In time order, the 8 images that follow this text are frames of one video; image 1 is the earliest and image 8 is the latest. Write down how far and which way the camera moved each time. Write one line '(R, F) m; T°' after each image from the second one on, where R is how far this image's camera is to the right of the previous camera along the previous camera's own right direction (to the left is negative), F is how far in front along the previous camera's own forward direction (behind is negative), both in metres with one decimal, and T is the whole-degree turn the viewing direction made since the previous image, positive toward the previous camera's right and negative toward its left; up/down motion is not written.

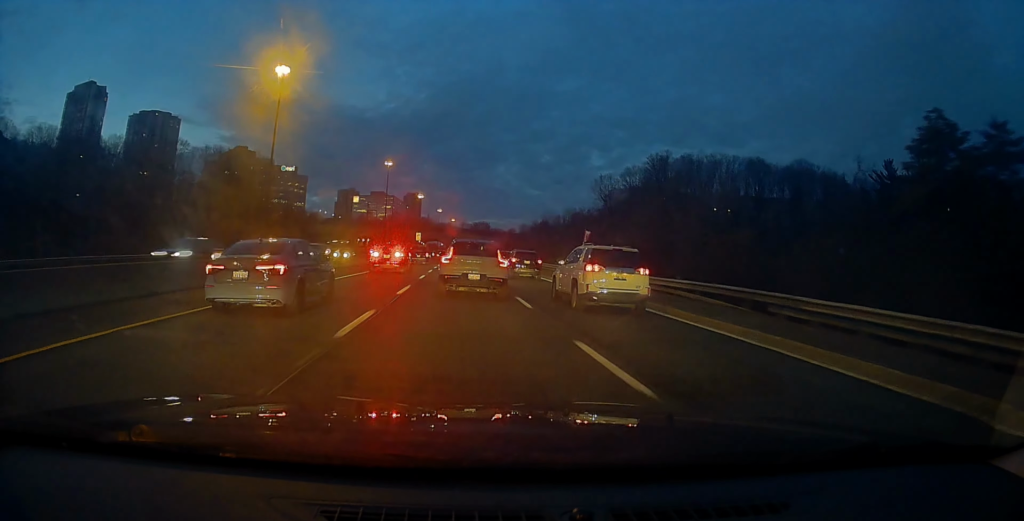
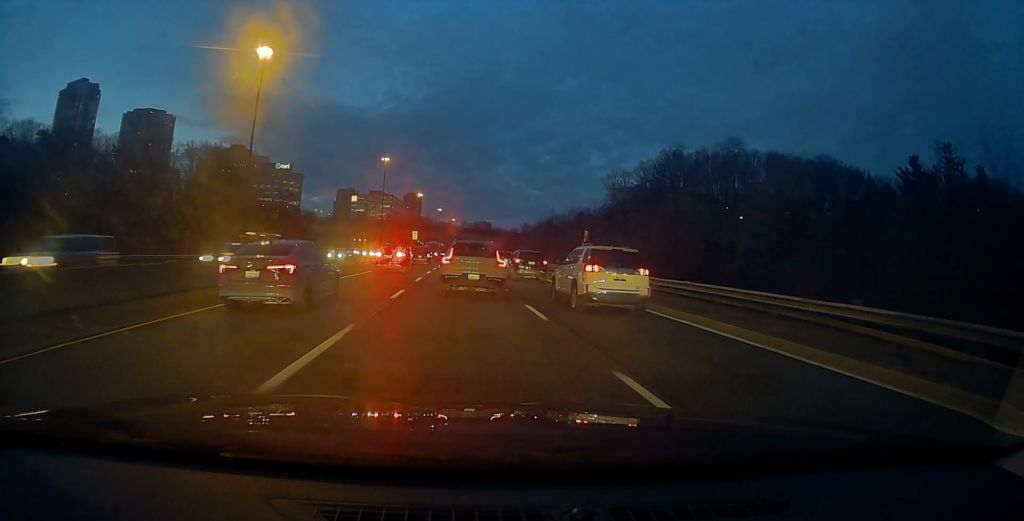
(0.0, +11.6) m; -1°
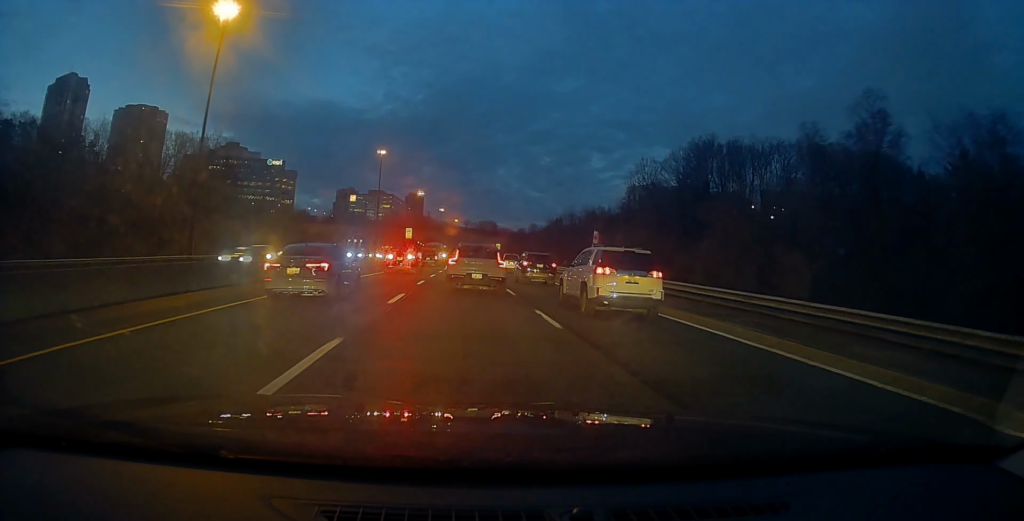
(-0.1, +19.8) m; +1°
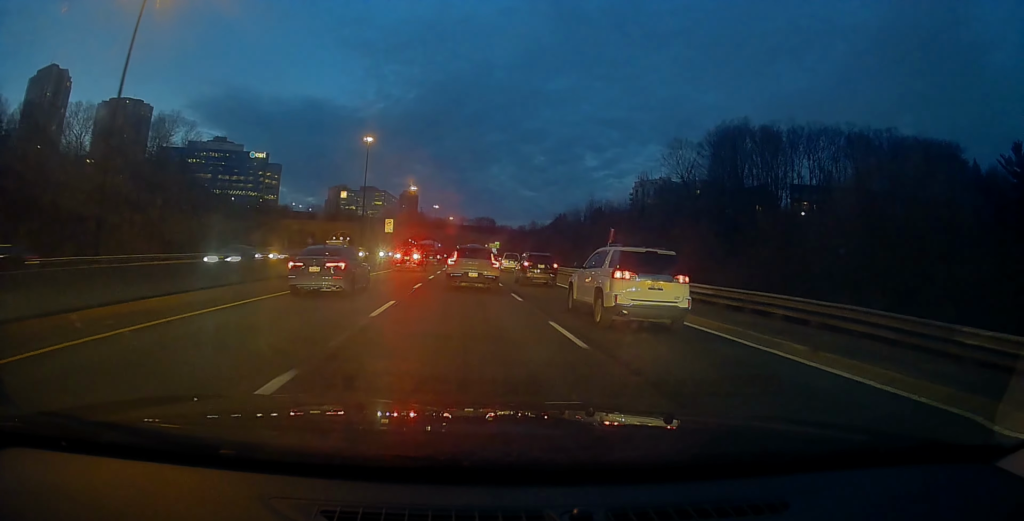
(+0.5, +19.9) m; +2°
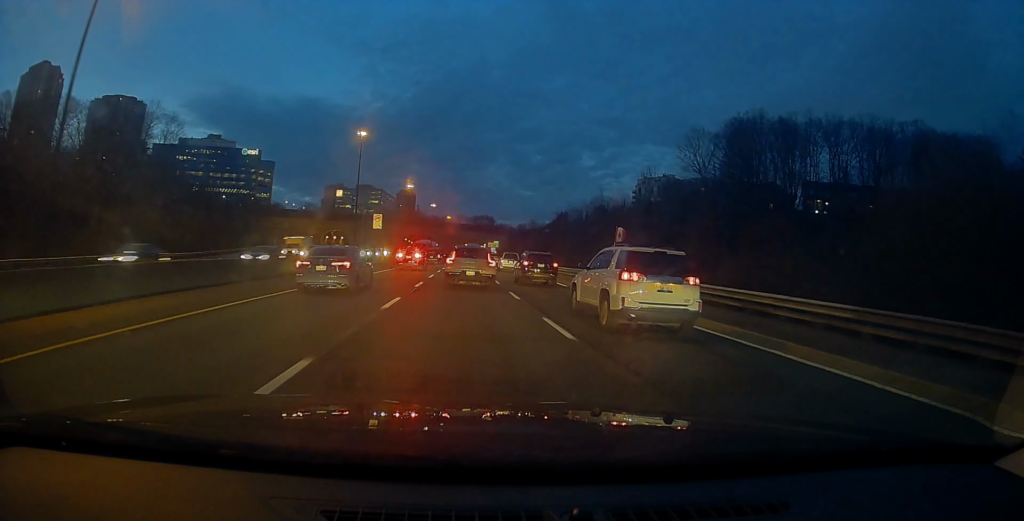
(0.0, +7.8) m; -1°
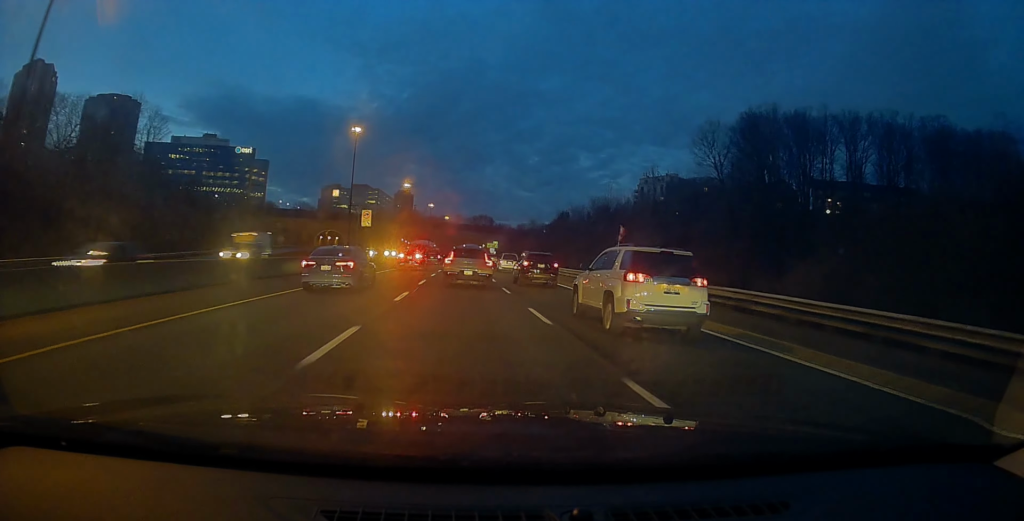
(+0.1, +5.9) m; -1°
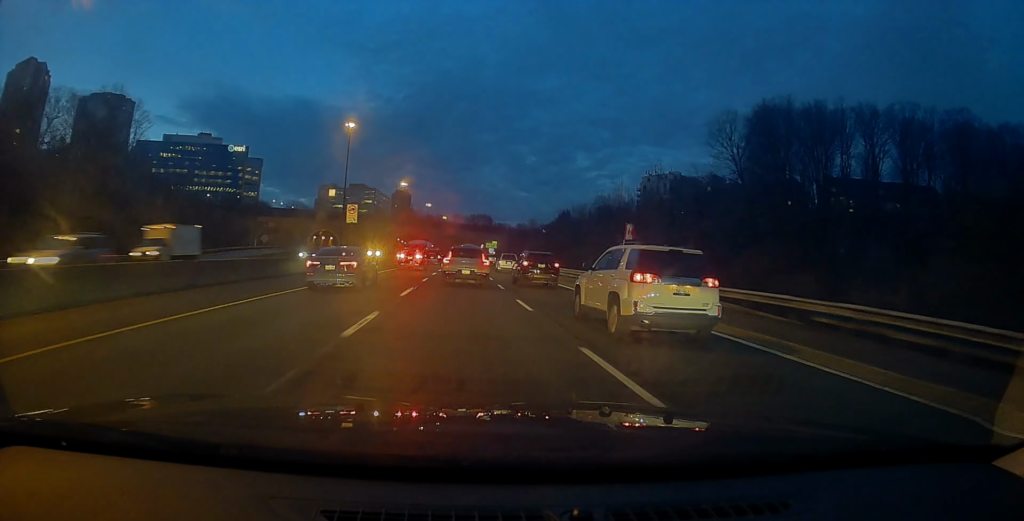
(-0.1, +6.2) m; 0°
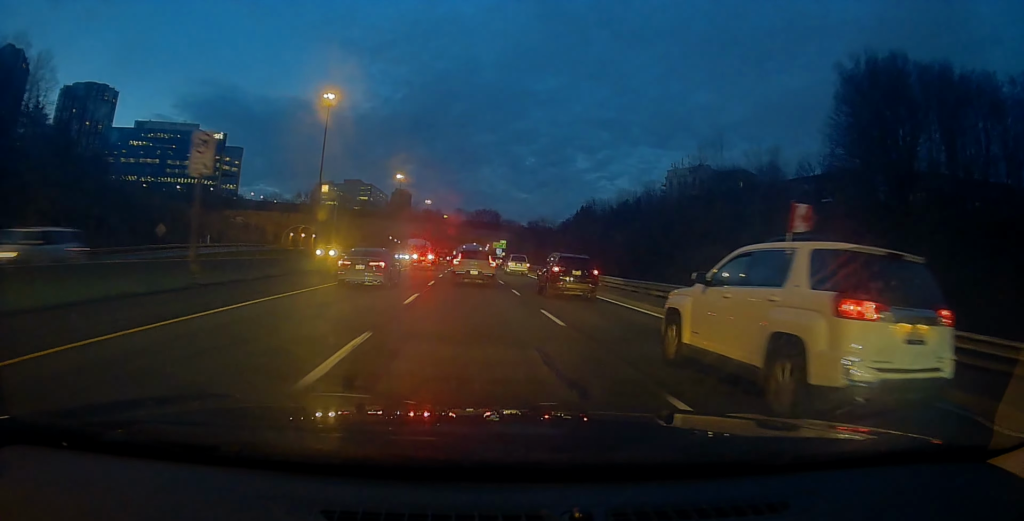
(-0.4, +28.3) m; -1°
